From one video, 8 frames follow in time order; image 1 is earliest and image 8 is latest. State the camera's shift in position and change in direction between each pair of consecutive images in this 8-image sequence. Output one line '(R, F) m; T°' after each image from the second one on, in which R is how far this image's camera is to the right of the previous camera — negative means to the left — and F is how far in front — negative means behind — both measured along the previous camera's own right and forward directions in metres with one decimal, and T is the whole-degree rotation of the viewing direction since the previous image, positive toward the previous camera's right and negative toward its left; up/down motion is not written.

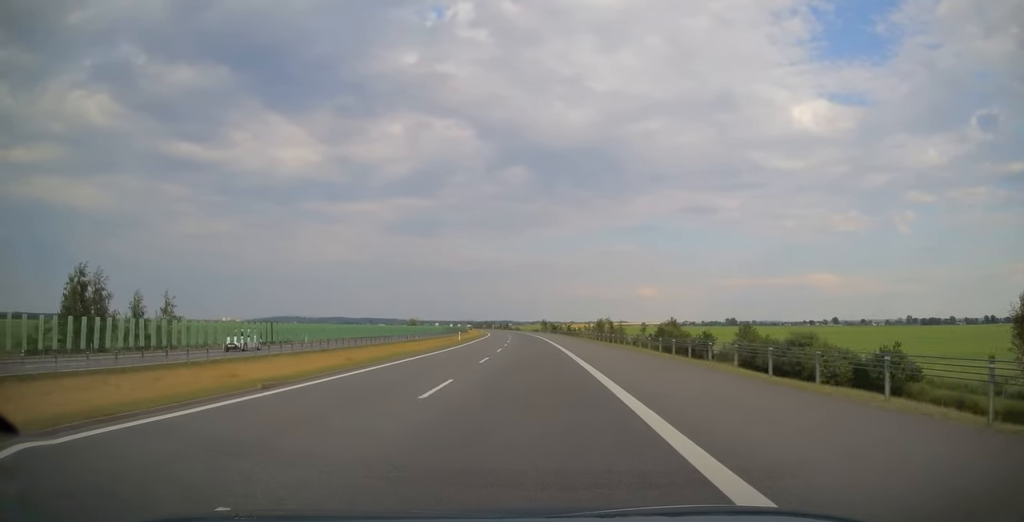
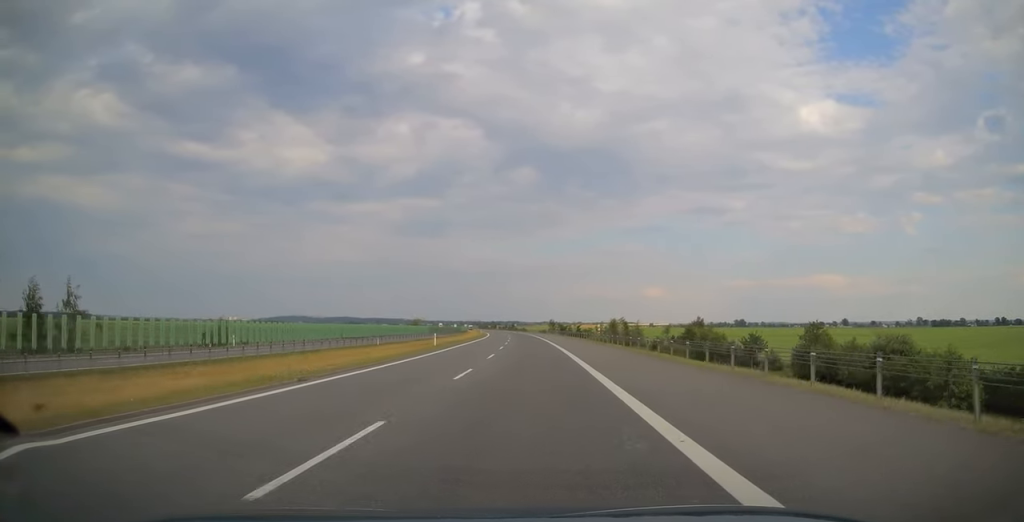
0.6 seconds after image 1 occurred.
(+0.1, +19.4) m; 0°
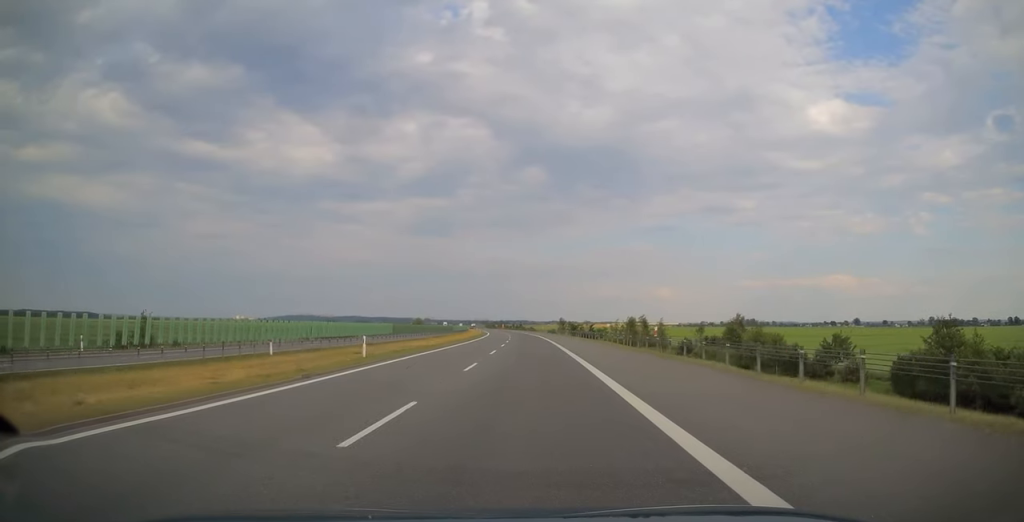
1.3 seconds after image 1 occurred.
(-0.1, +21.6) m; -1°
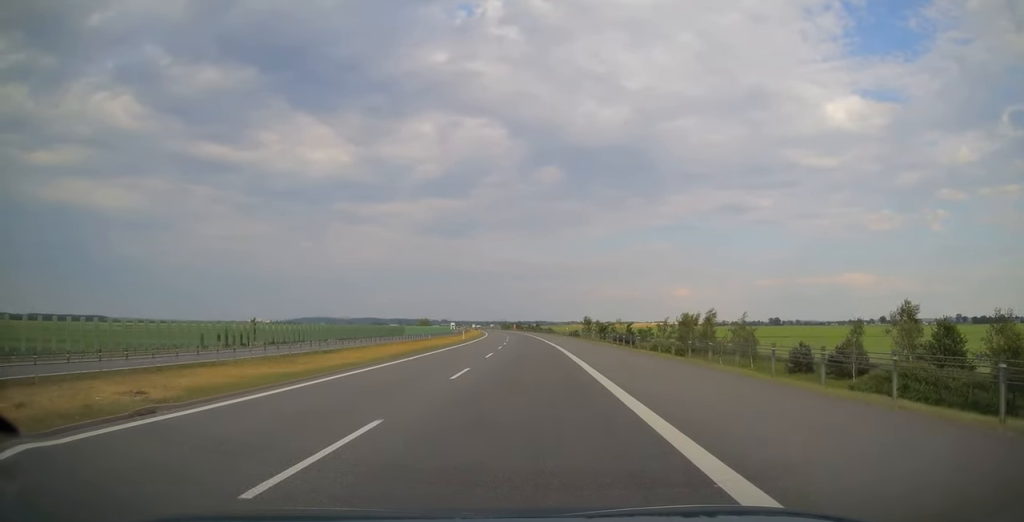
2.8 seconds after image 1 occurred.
(-1.0, +50.1) m; -2°
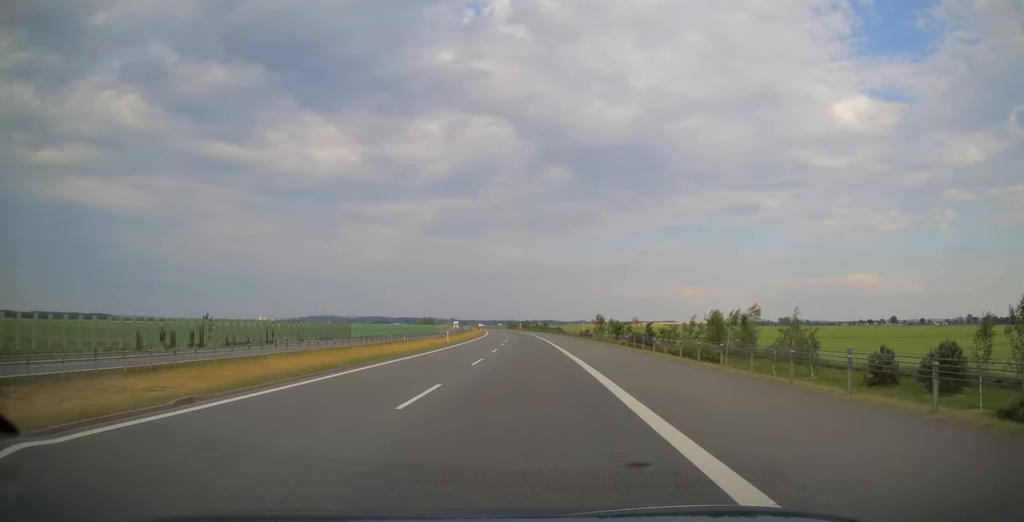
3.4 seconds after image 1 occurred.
(-0.2, +18.3) m; -1°
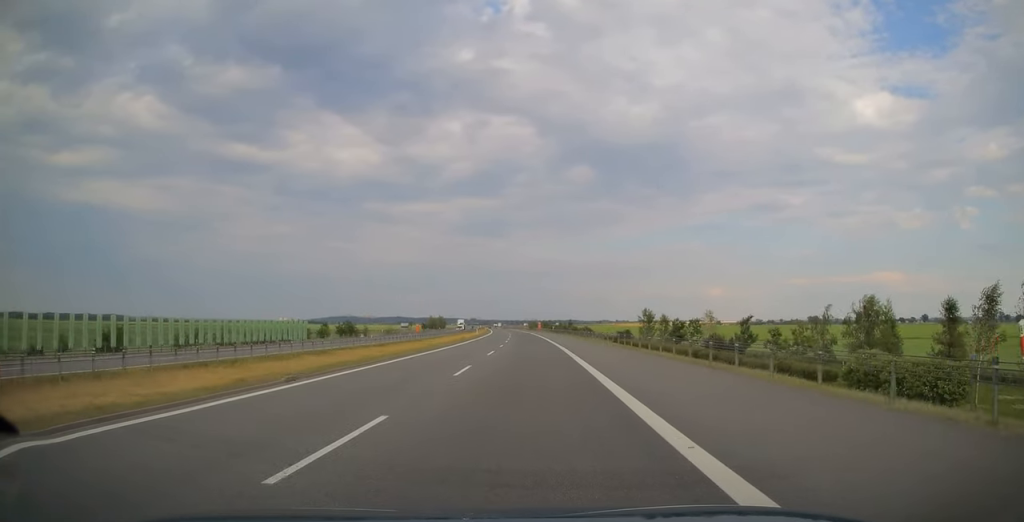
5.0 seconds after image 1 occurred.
(-0.5, +52.8) m; -2°
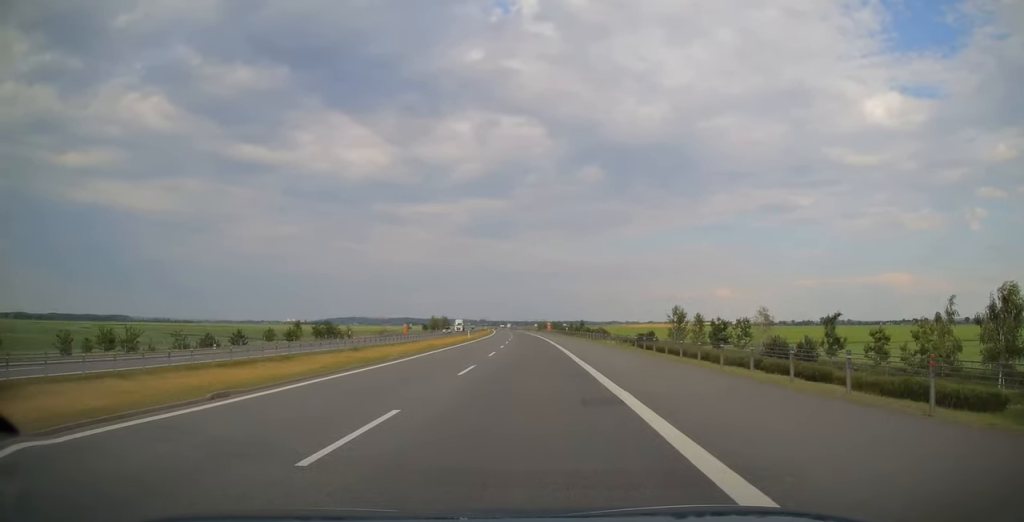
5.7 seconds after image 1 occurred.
(-0.2, +23.2) m; -2°
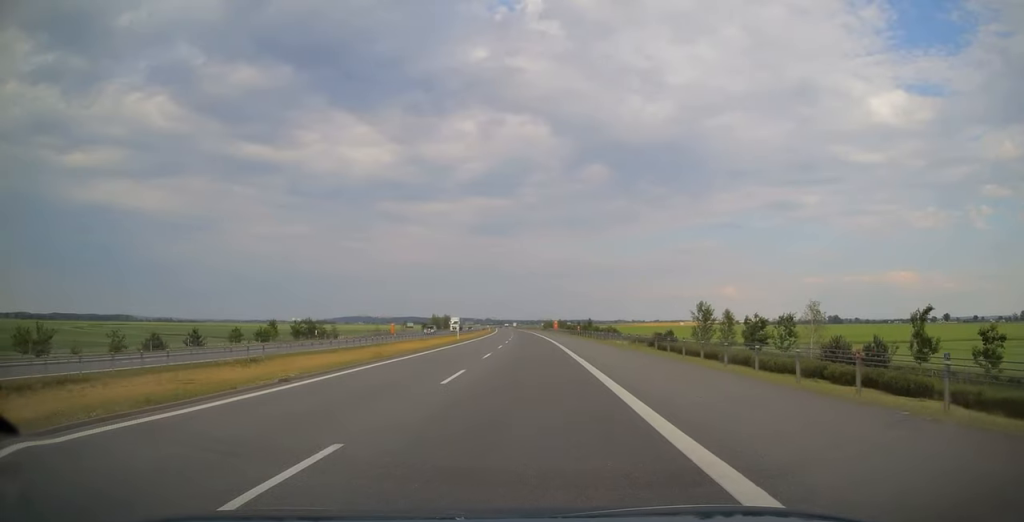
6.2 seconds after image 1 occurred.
(-0.2, +15.1) m; -1°
